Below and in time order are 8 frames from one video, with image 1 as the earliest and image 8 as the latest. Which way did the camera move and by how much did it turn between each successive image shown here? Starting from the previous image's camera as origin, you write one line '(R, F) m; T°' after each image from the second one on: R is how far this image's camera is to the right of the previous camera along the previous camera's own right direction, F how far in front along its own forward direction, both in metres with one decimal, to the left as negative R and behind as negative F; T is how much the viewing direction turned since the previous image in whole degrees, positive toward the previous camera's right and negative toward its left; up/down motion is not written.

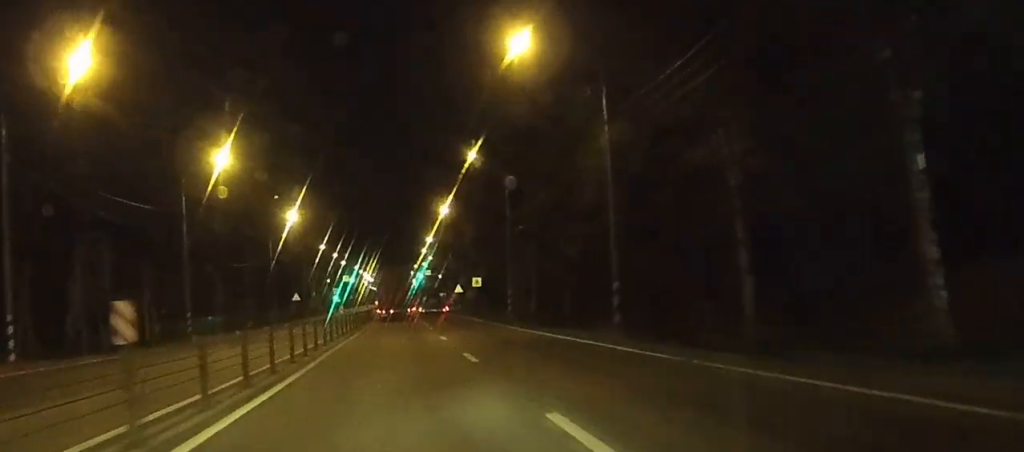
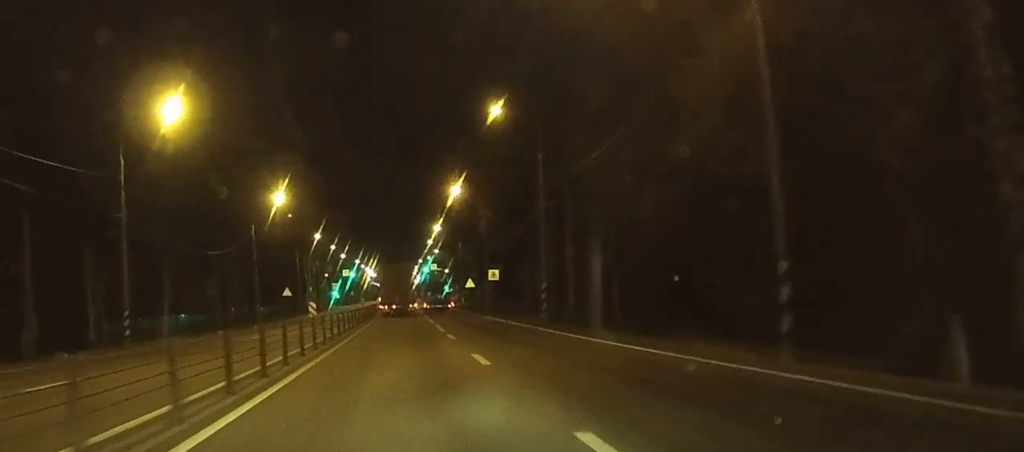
(0.0, +13.7) m; 0°
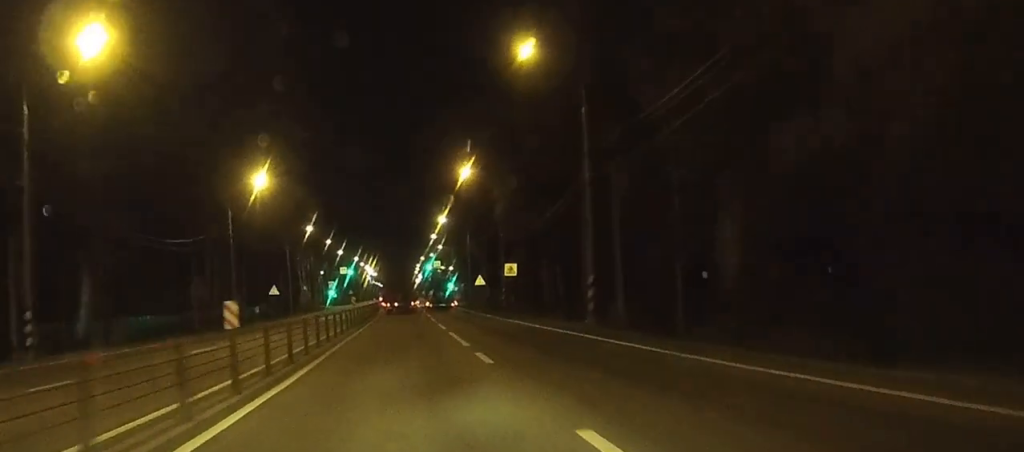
(0.0, +11.9) m; 0°
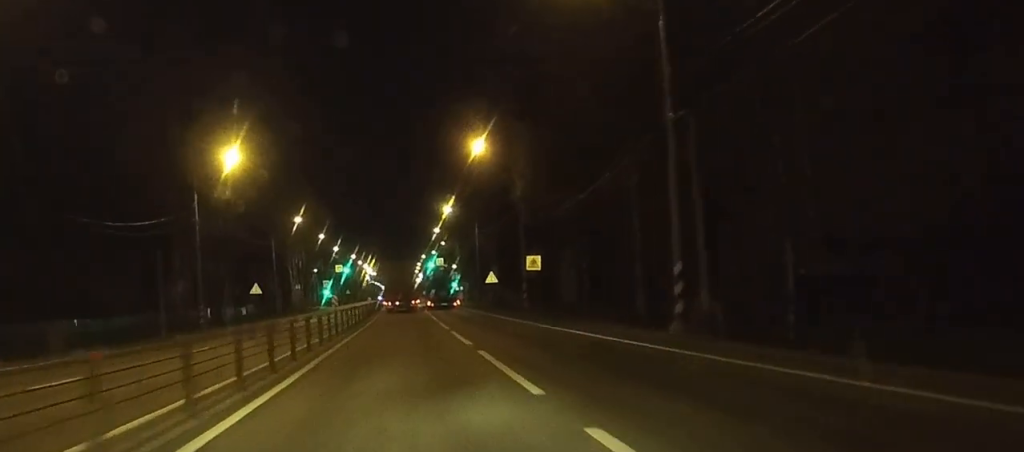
(0.0, +12.0) m; 0°
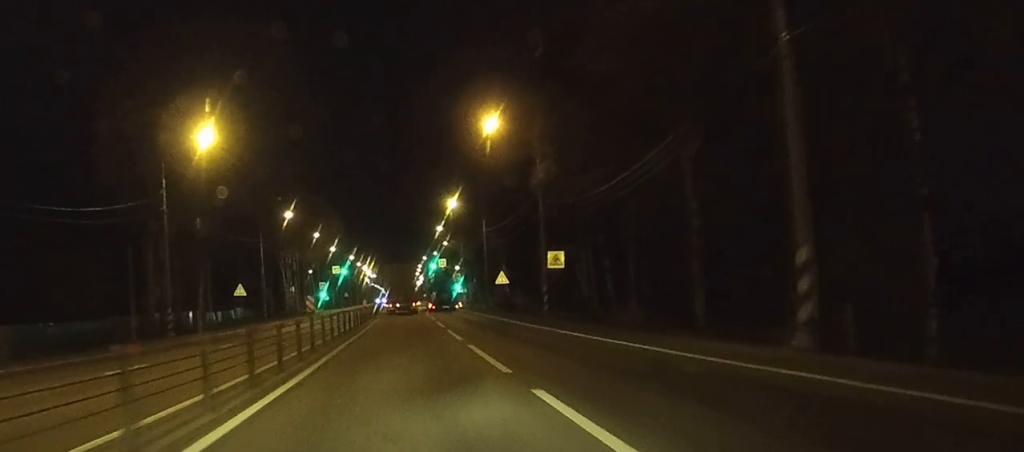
(0.0, +8.3) m; 0°
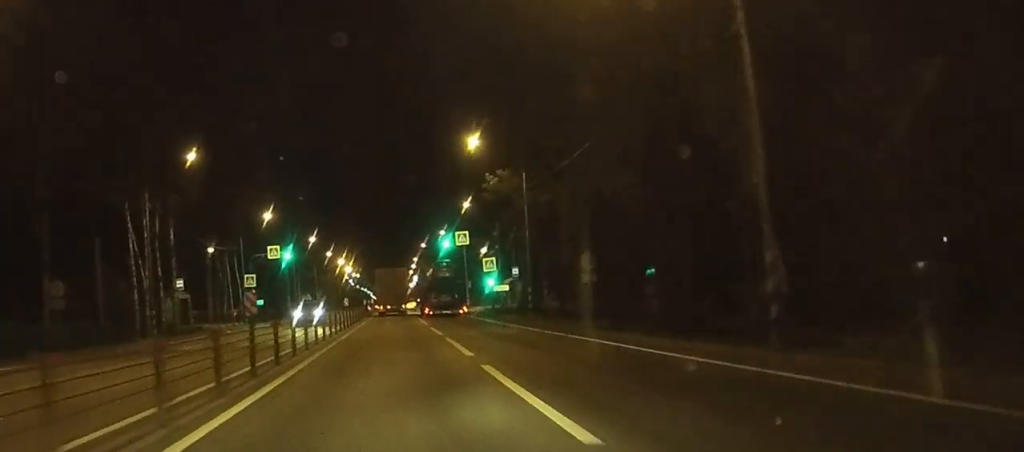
(+0.1, +67.2) m; 0°
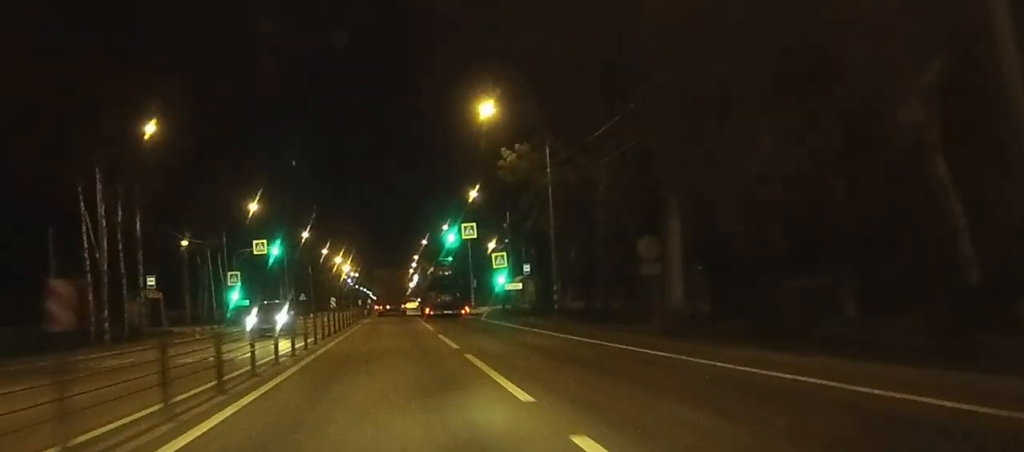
(0.0, +8.7) m; 0°
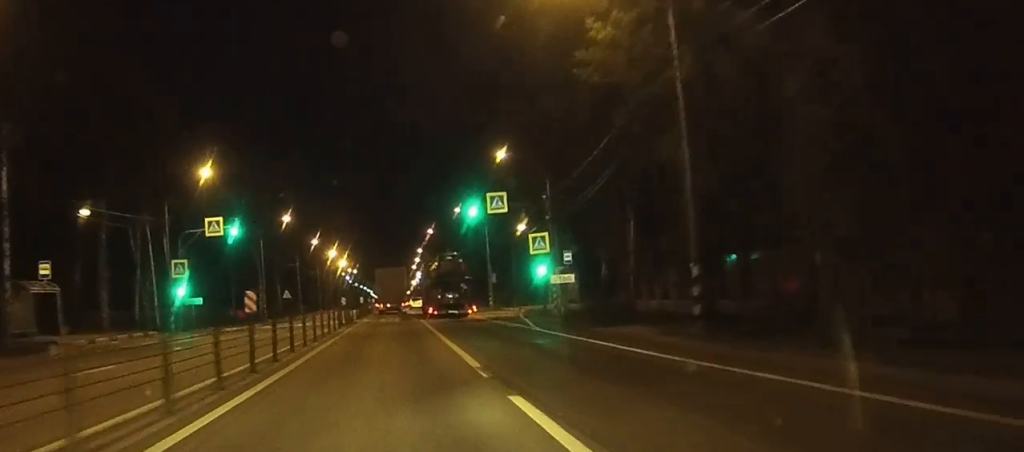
(0.0, +20.6) m; 0°
